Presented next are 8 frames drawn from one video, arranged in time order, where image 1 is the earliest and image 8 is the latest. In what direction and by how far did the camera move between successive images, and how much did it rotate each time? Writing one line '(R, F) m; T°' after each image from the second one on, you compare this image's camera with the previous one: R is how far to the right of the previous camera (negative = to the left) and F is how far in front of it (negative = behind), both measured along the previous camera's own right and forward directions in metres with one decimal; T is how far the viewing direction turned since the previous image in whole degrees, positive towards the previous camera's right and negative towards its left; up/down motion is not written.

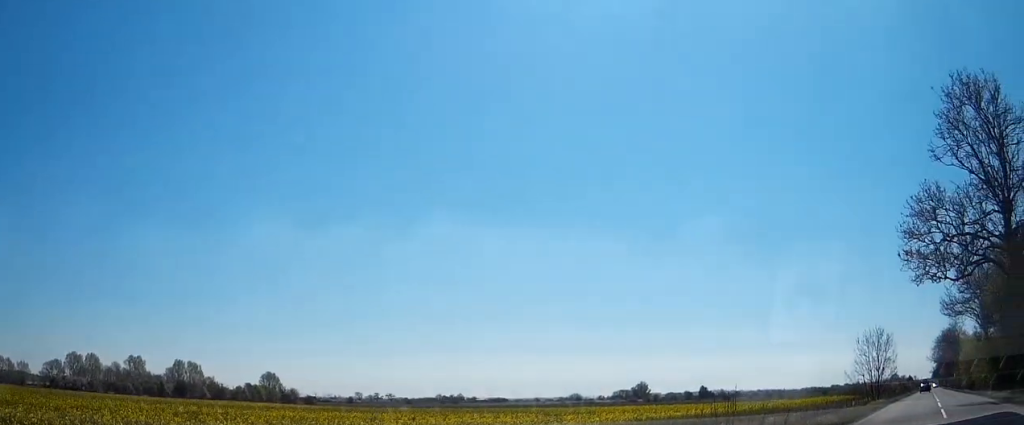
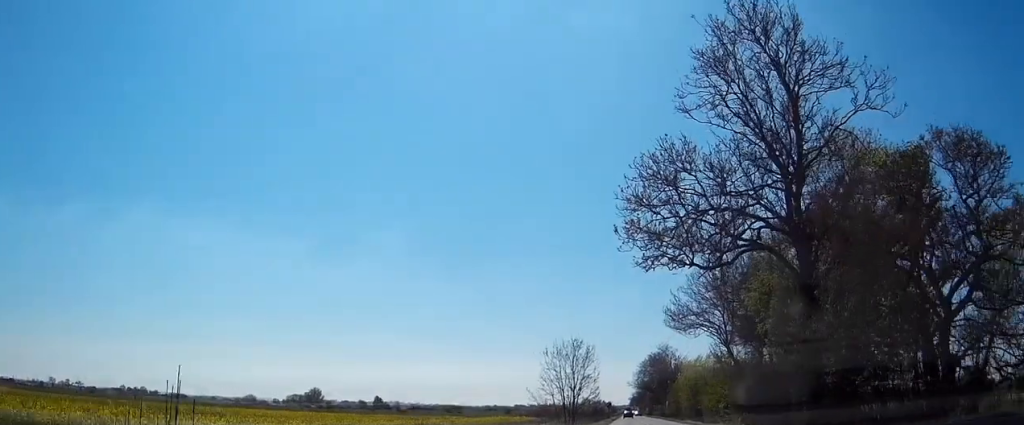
(+2.5, +10.8) m; +20°
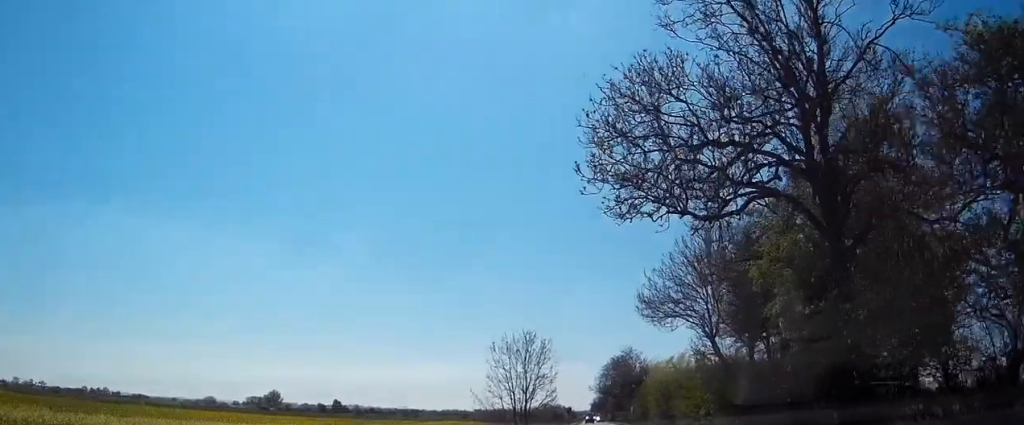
(+0.2, +7.3) m; +1°
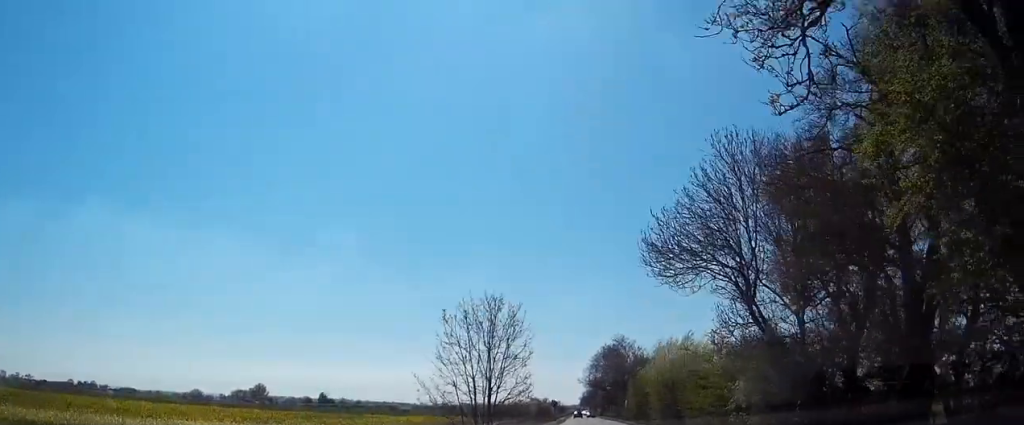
(0.0, +10.9) m; 0°
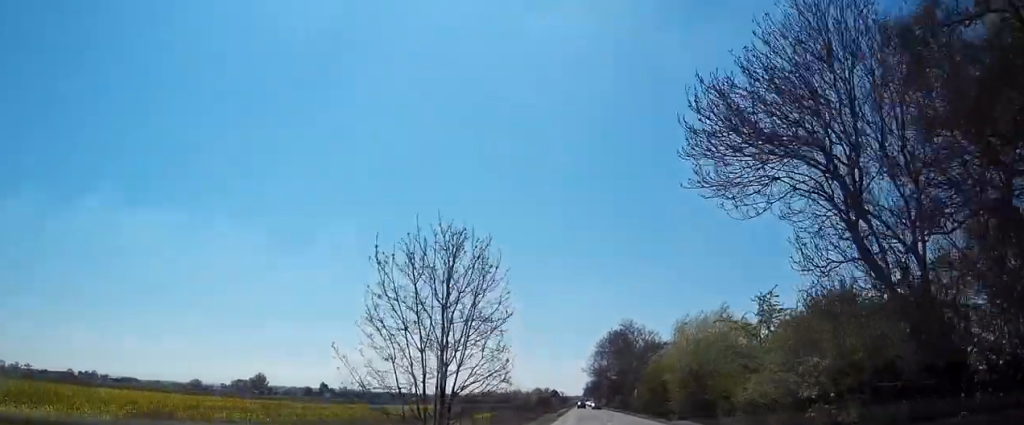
(0.0, +9.8) m; 0°
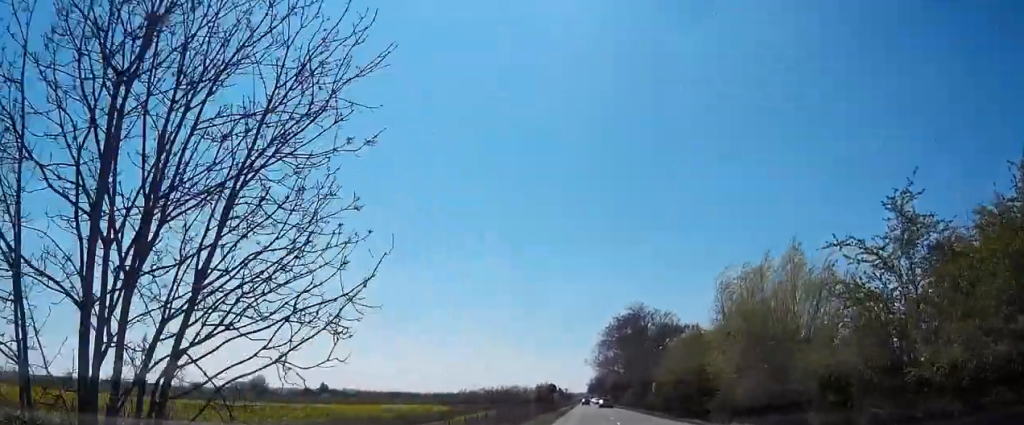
(-0.1, +14.4) m; 0°
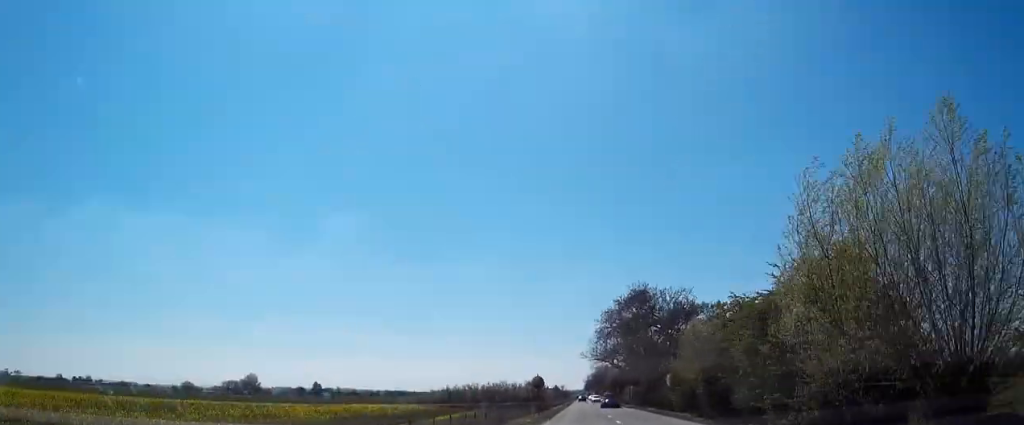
(-0.1, +12.1) m; 0°
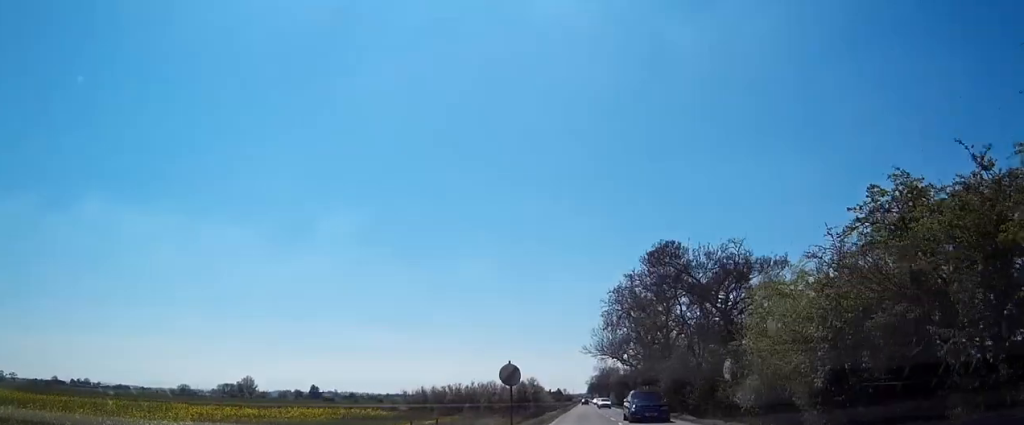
(+0.2, +18.2) m; 0°
